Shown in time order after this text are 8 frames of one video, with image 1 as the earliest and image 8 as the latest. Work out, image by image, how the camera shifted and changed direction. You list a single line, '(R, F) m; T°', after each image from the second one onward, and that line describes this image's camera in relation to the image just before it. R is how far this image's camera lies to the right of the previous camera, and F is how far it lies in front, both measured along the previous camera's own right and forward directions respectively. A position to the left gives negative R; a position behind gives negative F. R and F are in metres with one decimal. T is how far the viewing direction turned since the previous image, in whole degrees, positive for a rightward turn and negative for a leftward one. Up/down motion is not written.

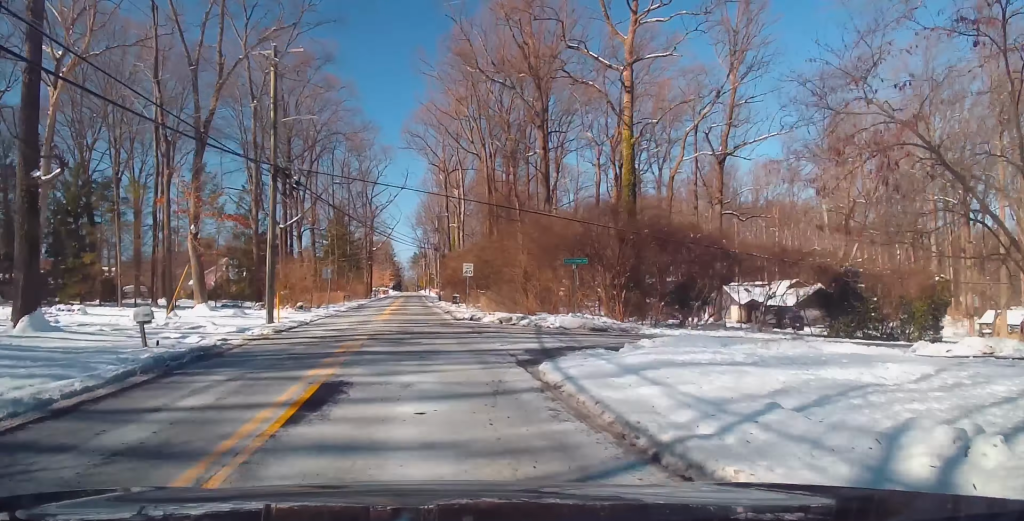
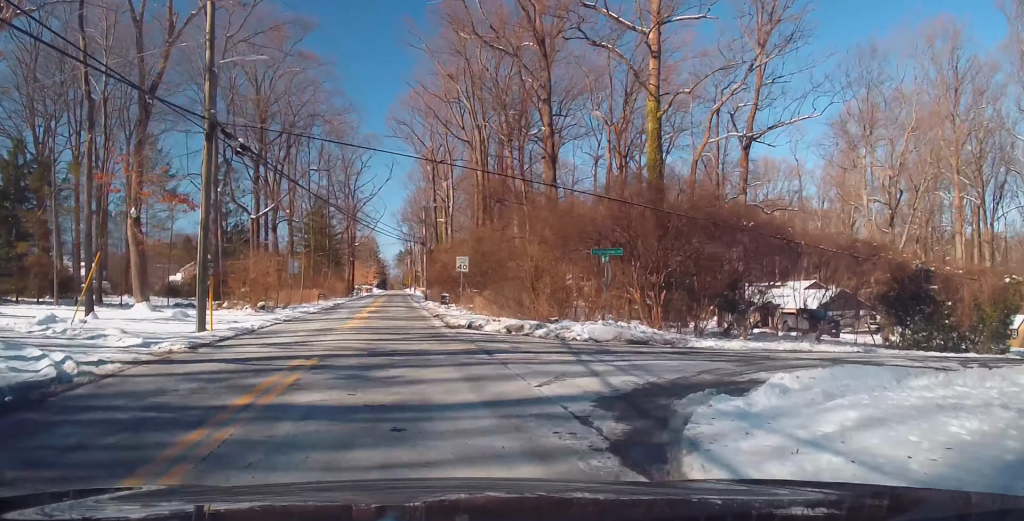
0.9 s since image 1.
(-0.3, +6.8) m; 0°
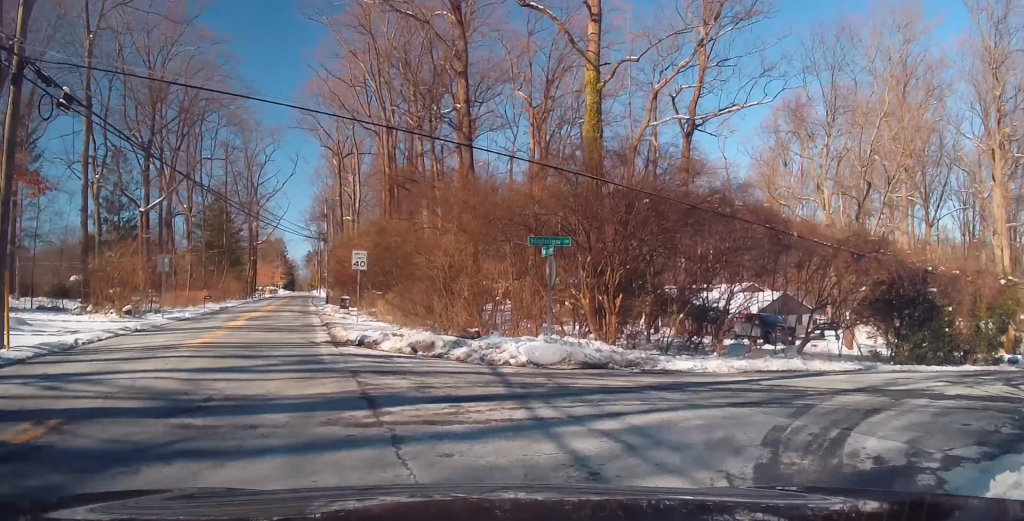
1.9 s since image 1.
(+0.4, +5.9) m; +13°
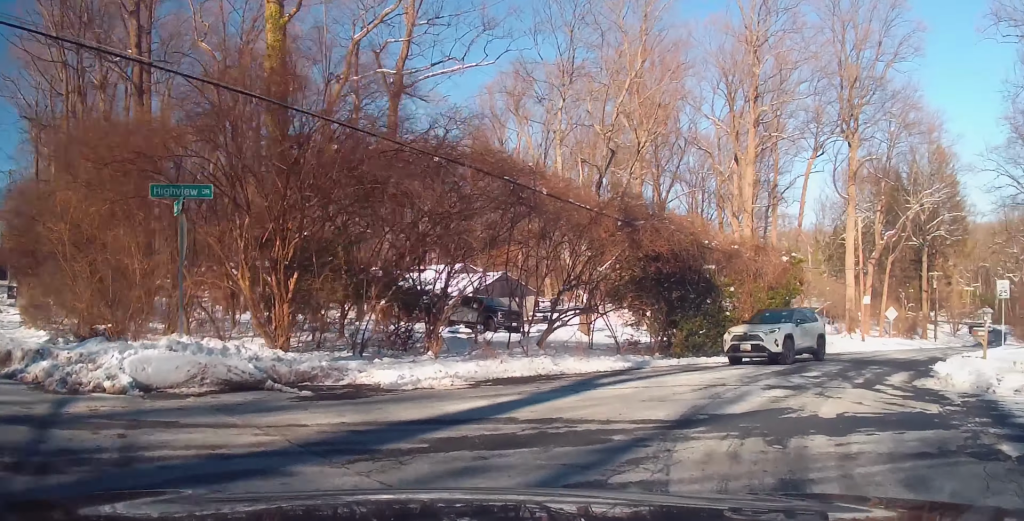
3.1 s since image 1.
(-0.4, +6.6) m; +18°
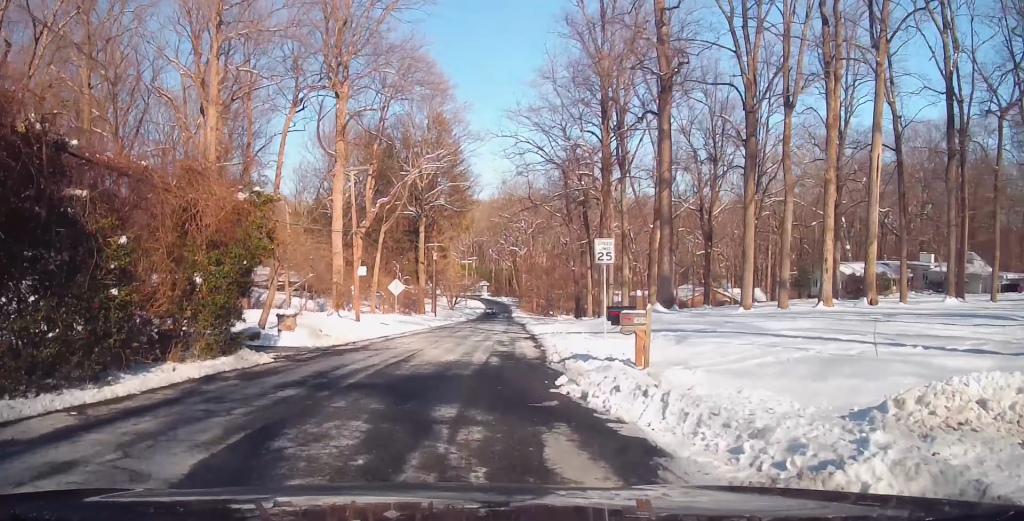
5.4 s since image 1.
(+6.0, +9.5) m; +49°
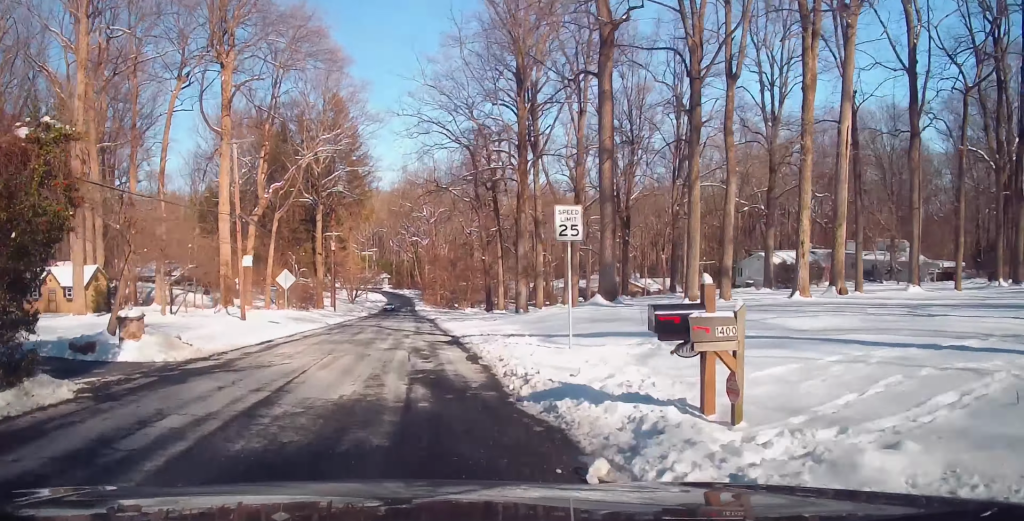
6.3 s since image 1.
(+1.5, +5.5) m; +7°
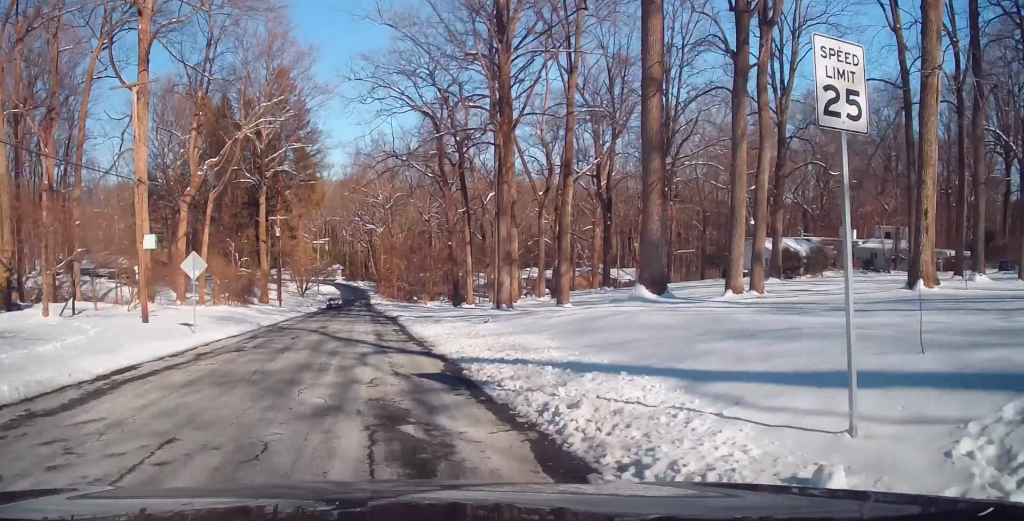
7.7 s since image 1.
(+0.8, +9.1) m; +5°
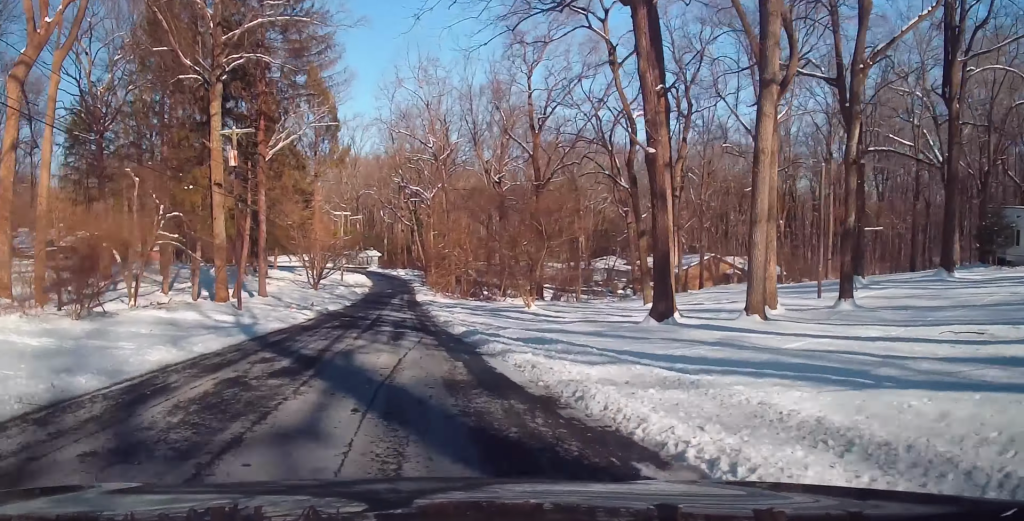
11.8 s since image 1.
(+0.2, +36.7) m; +1°
